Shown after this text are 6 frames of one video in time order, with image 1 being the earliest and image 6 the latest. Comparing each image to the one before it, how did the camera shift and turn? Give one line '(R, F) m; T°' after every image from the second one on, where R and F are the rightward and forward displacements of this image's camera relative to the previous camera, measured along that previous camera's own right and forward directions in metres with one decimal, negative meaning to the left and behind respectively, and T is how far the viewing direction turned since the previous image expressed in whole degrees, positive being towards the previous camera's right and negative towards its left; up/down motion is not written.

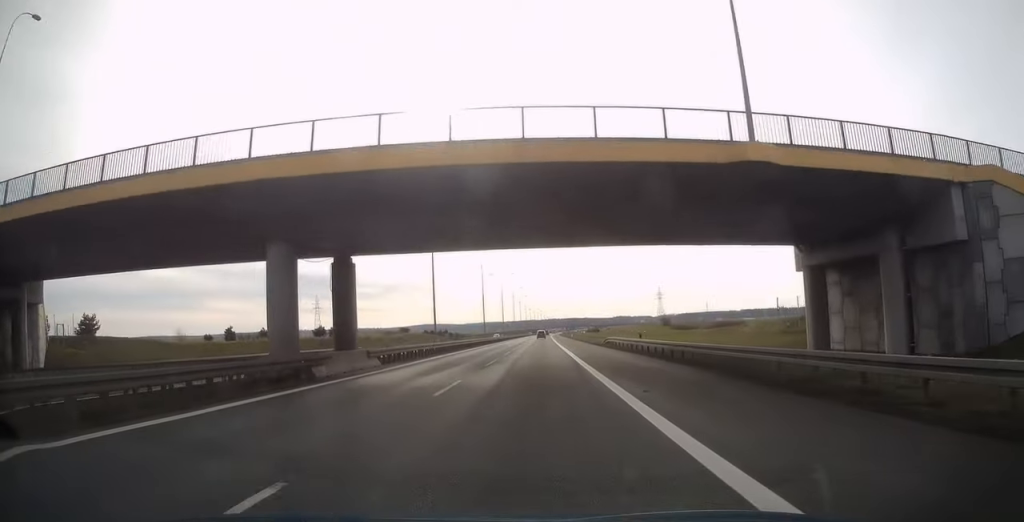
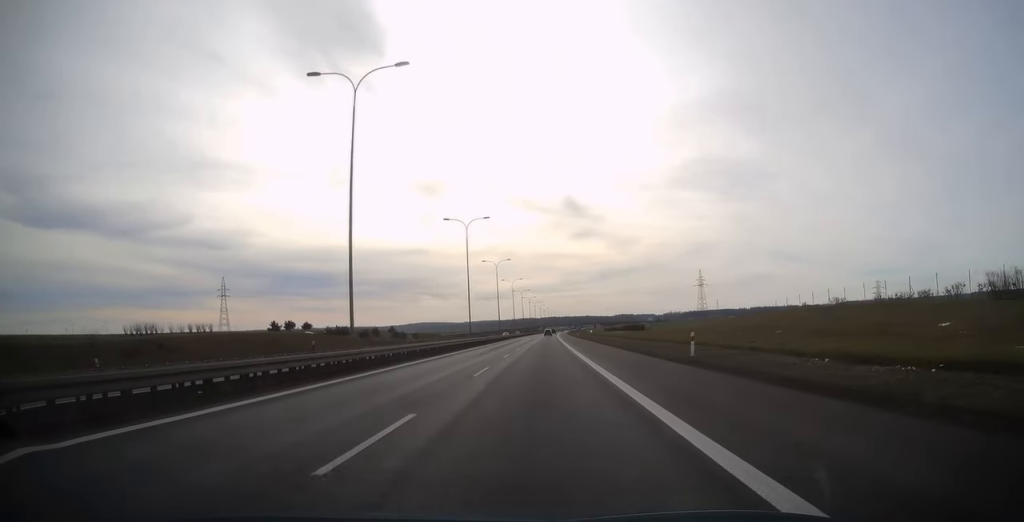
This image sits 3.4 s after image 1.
(+0.1, +103.3) m; 0°
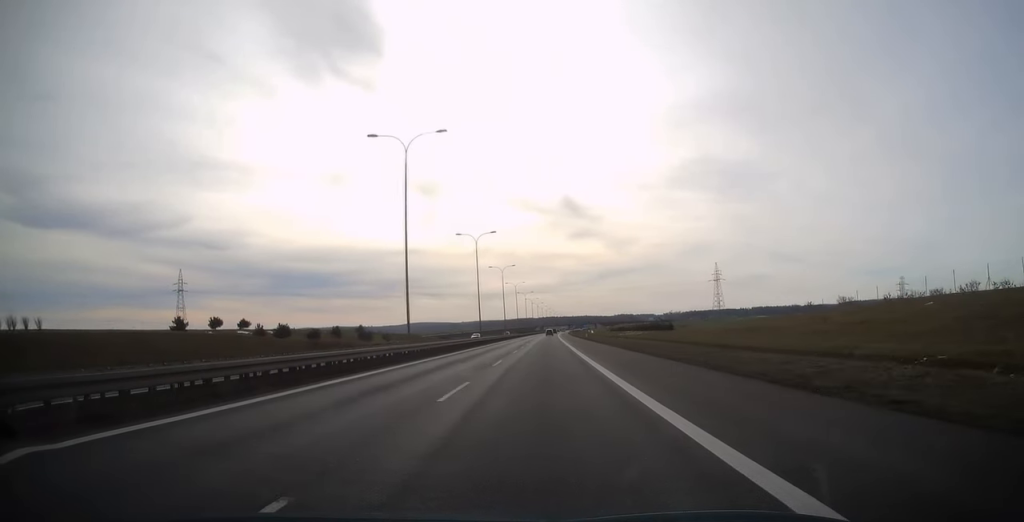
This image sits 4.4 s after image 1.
(0.0, +30.0) m; 0°
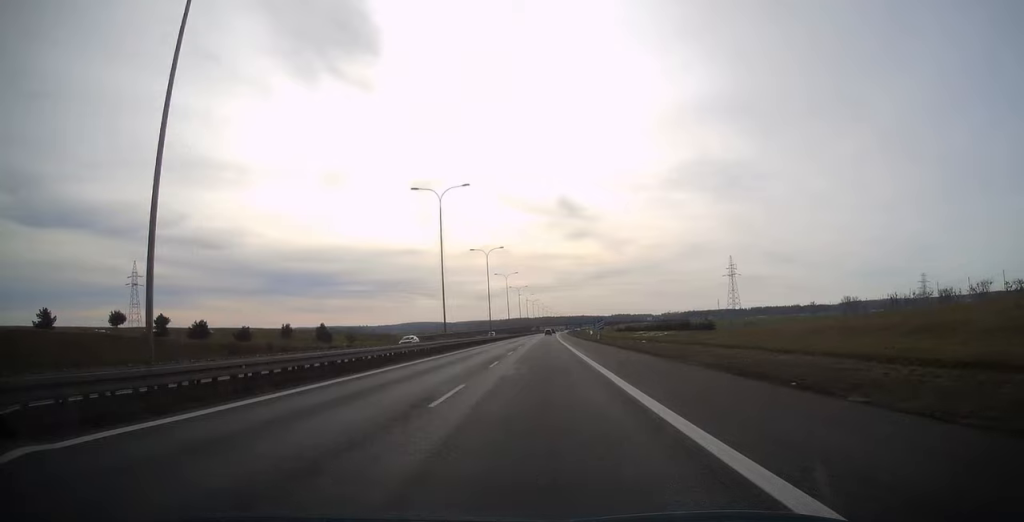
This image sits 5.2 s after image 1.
(0.0, +25.5) m; 0°
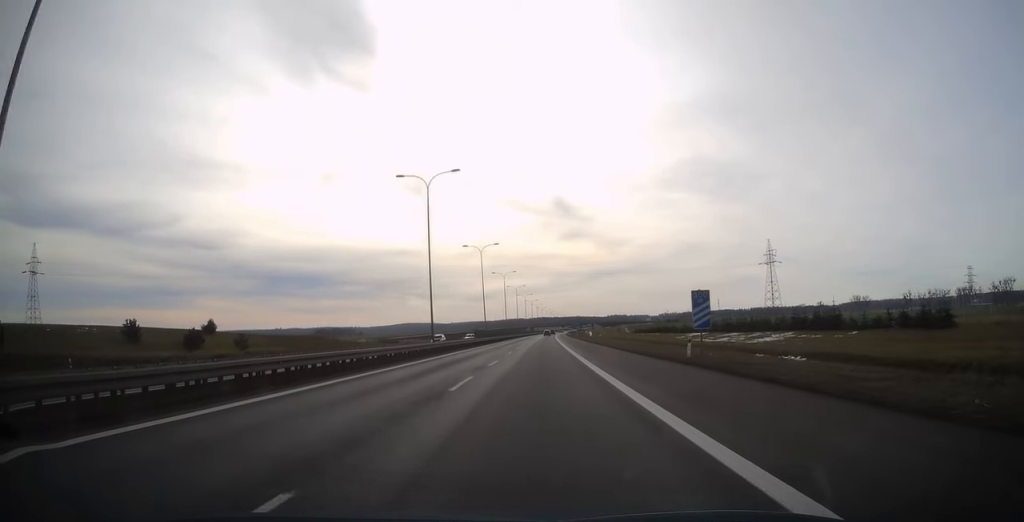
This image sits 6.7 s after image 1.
(+0.1, +45.5) m; 0°
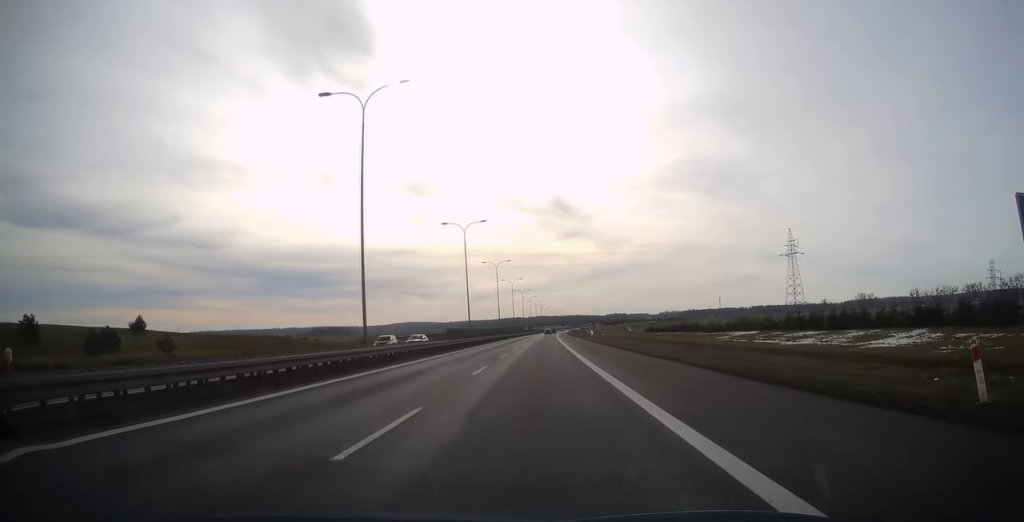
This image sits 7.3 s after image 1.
(0.0, +17.9) m; 0°
